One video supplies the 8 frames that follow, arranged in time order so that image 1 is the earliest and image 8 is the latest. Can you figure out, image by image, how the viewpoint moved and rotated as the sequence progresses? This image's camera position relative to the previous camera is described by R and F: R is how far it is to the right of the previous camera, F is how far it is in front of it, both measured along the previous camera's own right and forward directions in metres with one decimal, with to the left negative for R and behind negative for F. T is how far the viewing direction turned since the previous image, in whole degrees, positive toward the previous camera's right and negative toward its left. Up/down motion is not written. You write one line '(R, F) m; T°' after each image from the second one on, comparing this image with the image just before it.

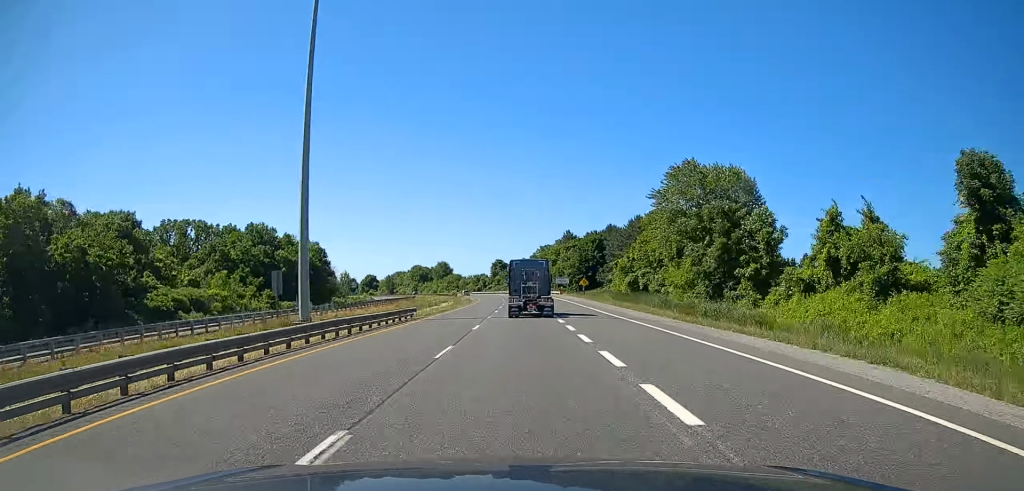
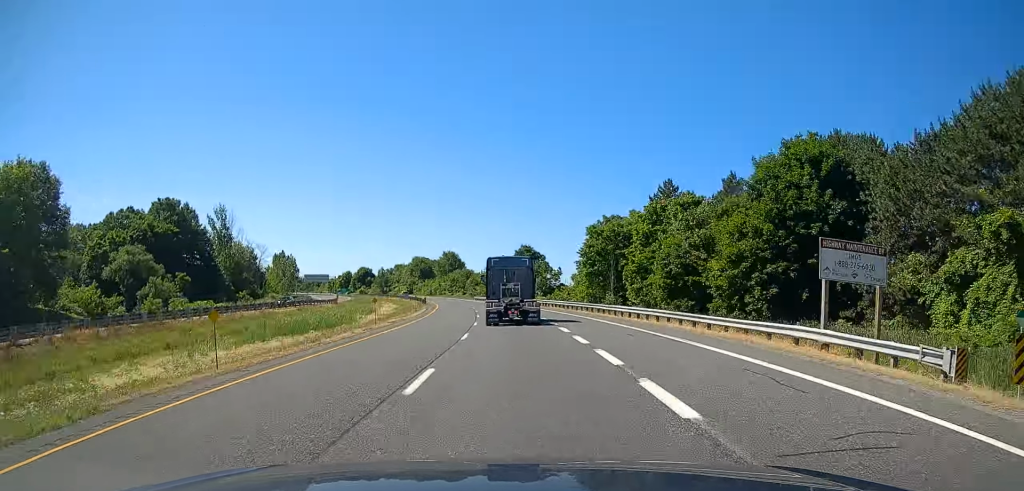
(0.0, +153.8) m; -4°
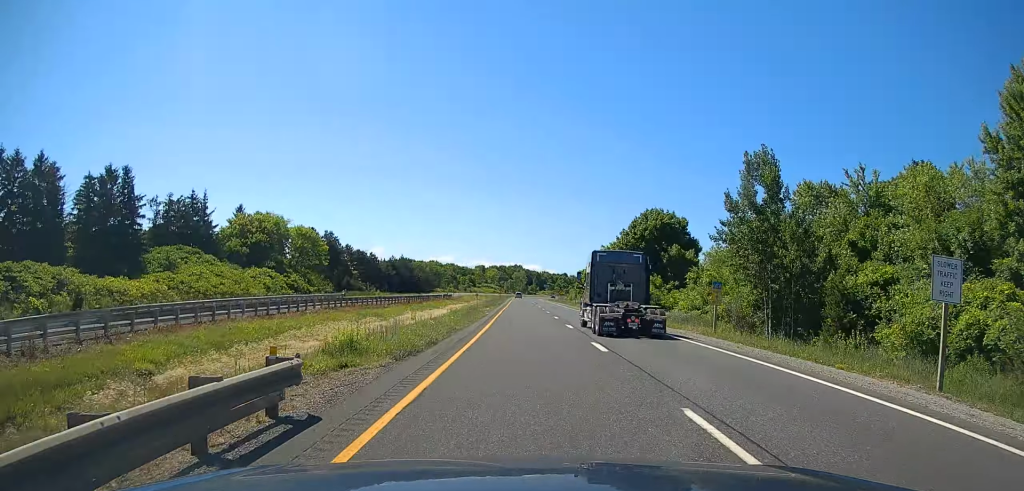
(-53.7, +303.4) m; -19°
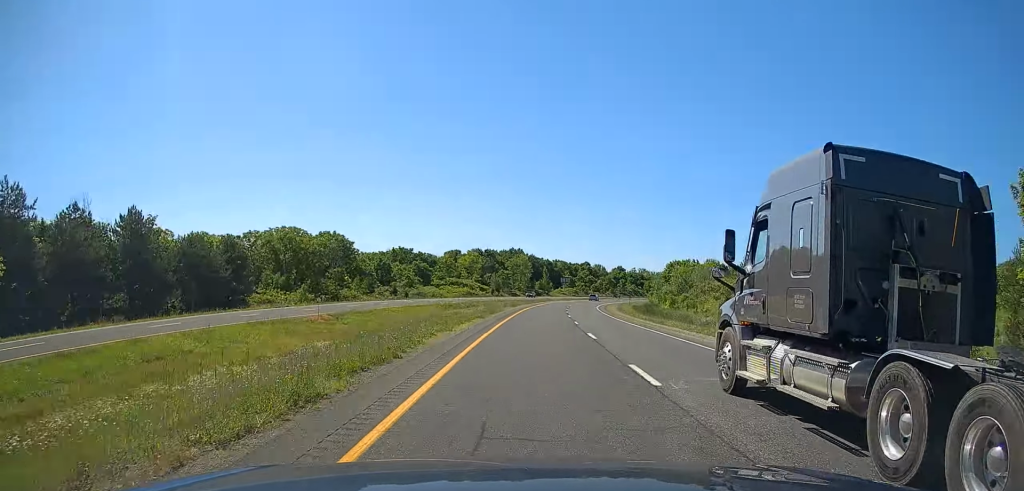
(-8.3, +183.4) m; +2°
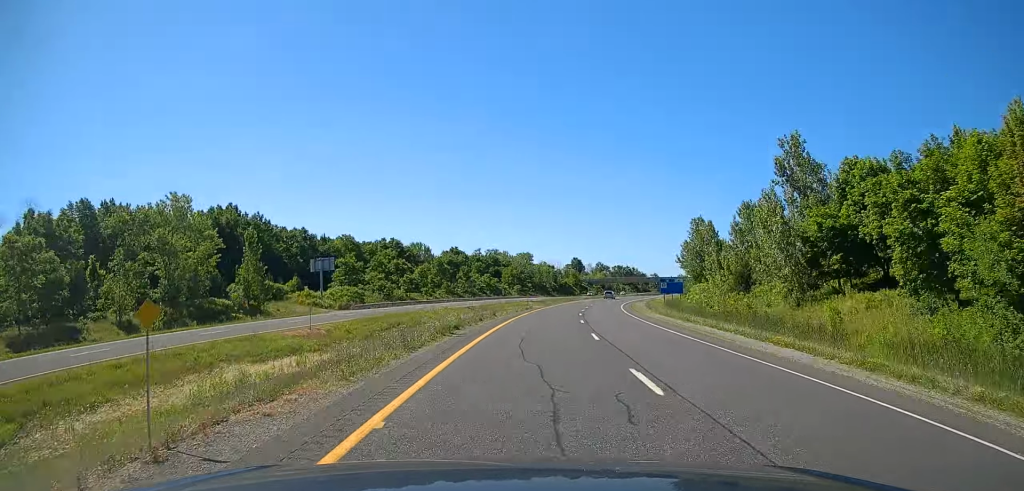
(+13.9, +163.3) m; +14°
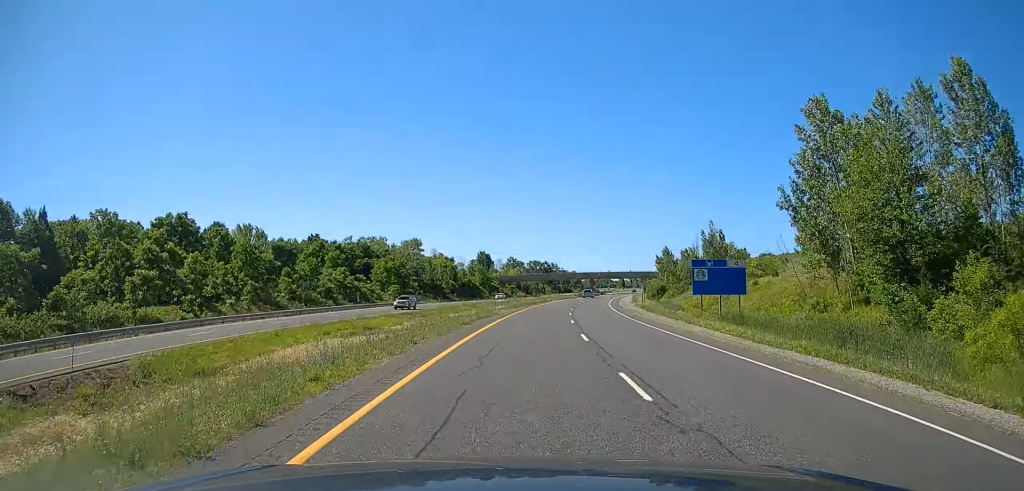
(+2.4, +69.6) m; +6°
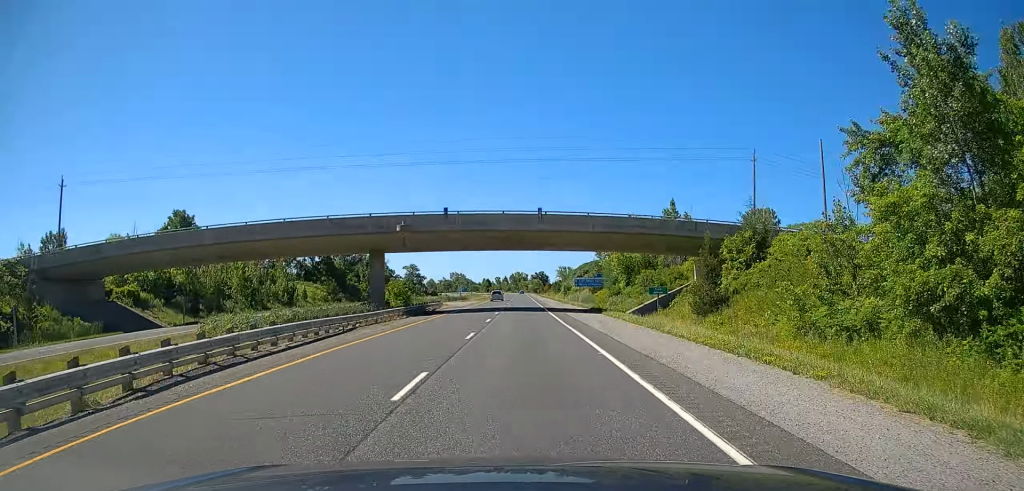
(+20.2, +189.9) m; +8°
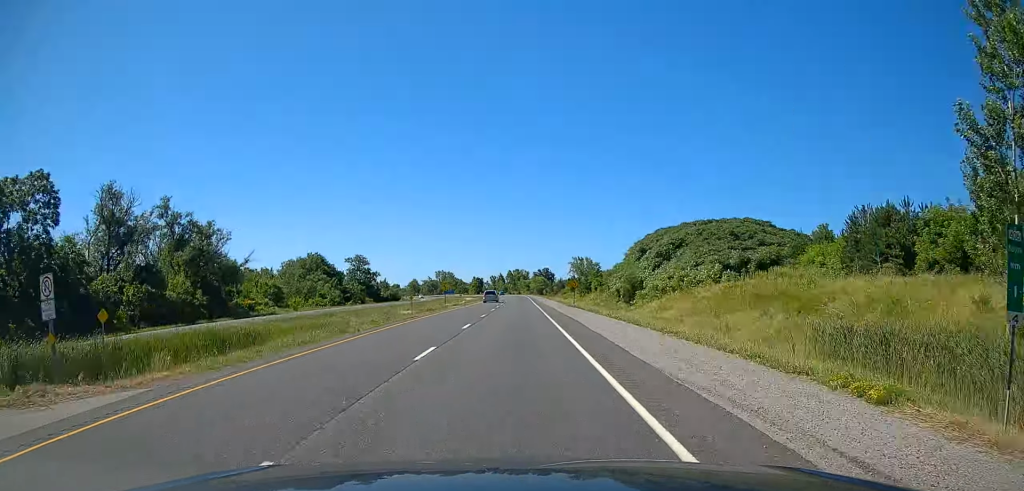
(+3.9, +104.4) m; +1°
